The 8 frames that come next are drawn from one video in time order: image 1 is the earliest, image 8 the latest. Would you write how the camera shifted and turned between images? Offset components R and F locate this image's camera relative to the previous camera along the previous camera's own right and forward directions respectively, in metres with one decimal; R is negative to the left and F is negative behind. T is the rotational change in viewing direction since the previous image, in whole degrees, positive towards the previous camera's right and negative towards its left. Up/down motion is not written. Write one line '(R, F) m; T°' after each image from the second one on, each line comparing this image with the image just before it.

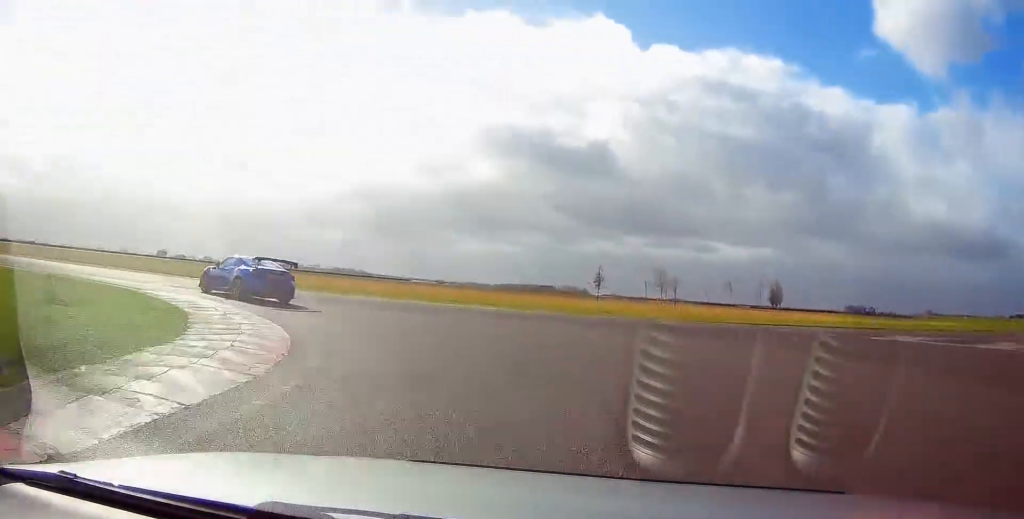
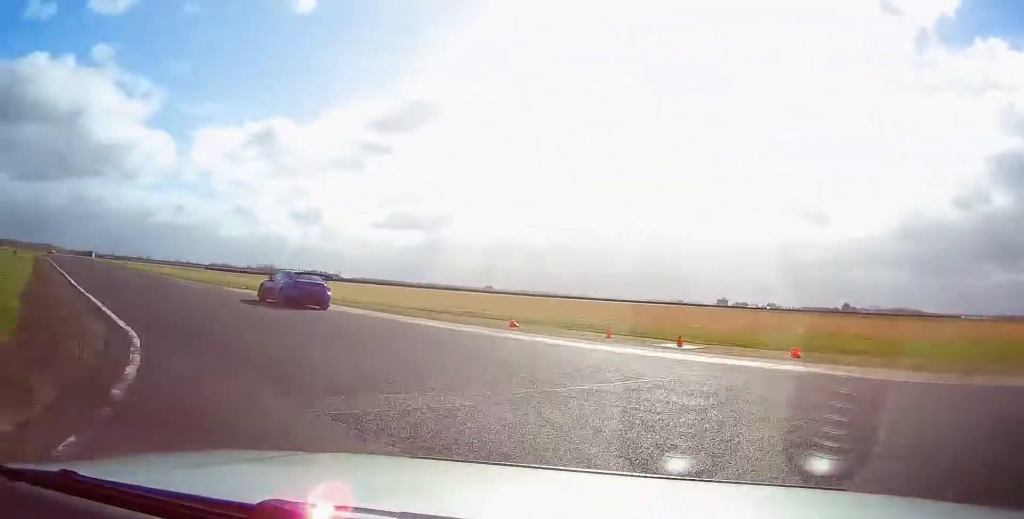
(-8.3, +18.4) m; -49°
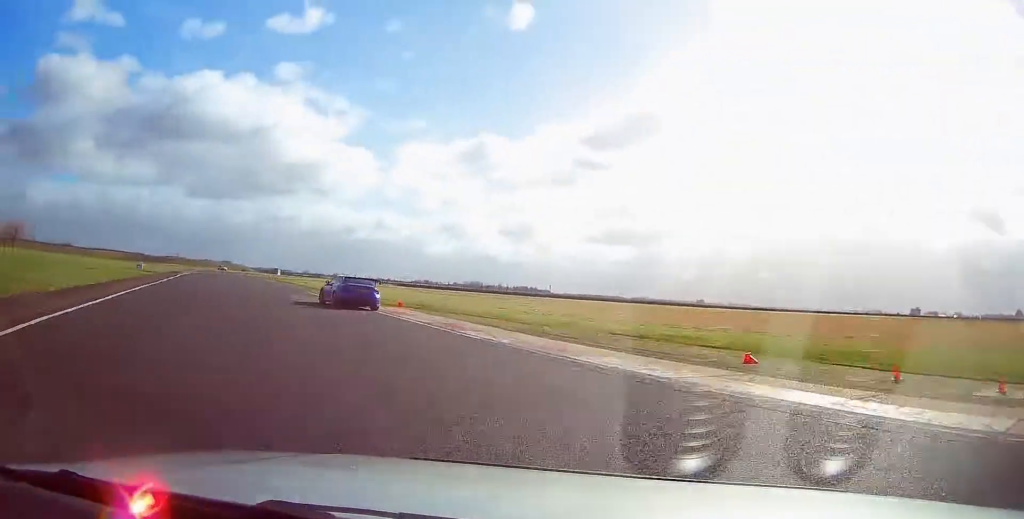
(-2.0, +7.9) m; -15°
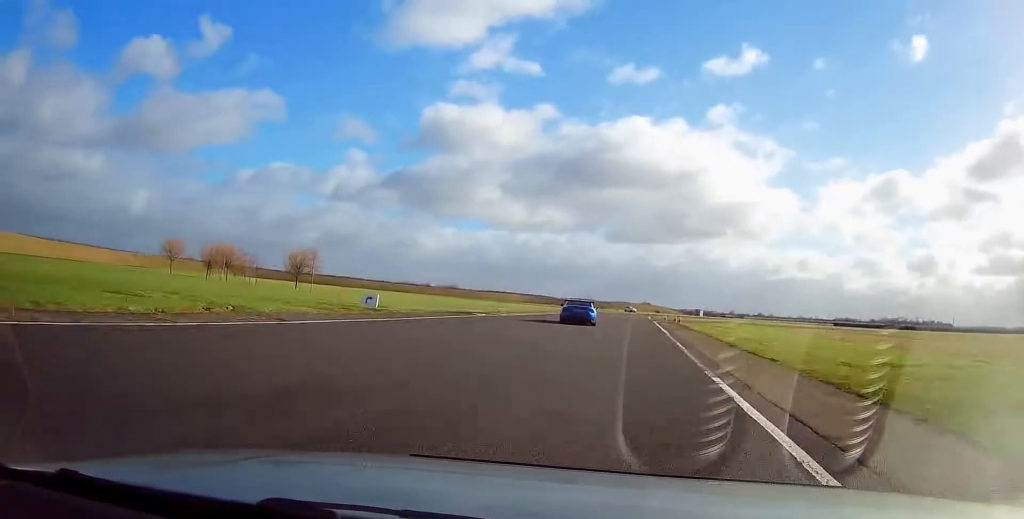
(-11.1, +30.2) m; -30°
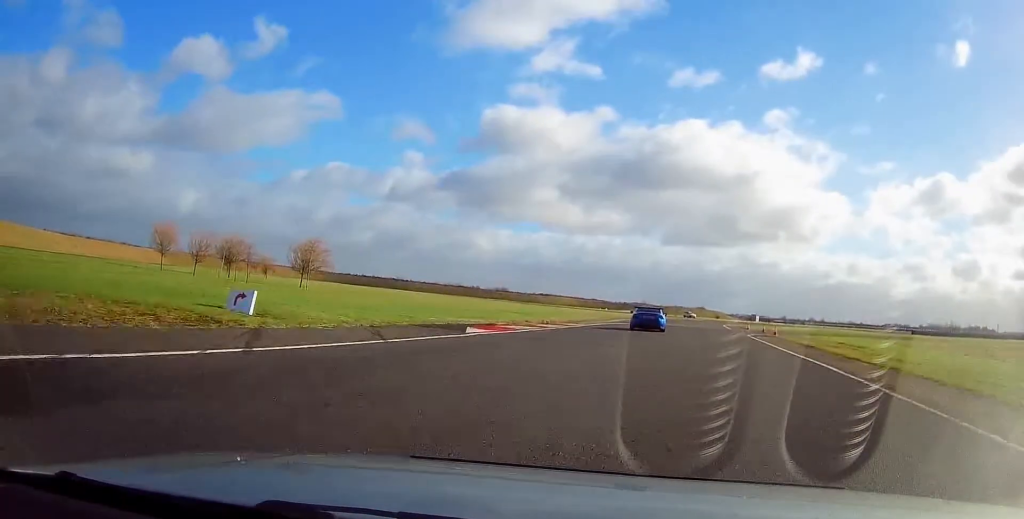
(-1.0, +18.0) m; -3°
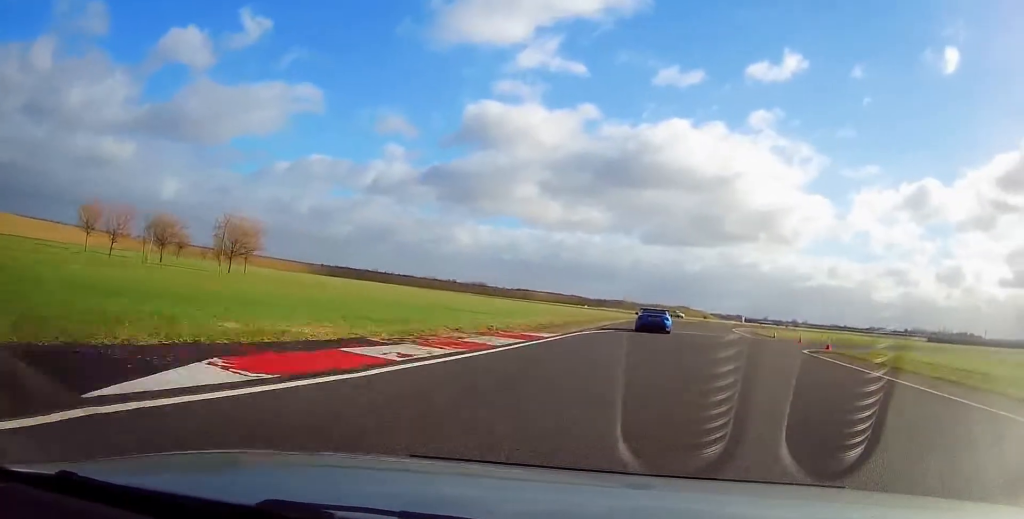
(-0.2, +13.9) m; +1°
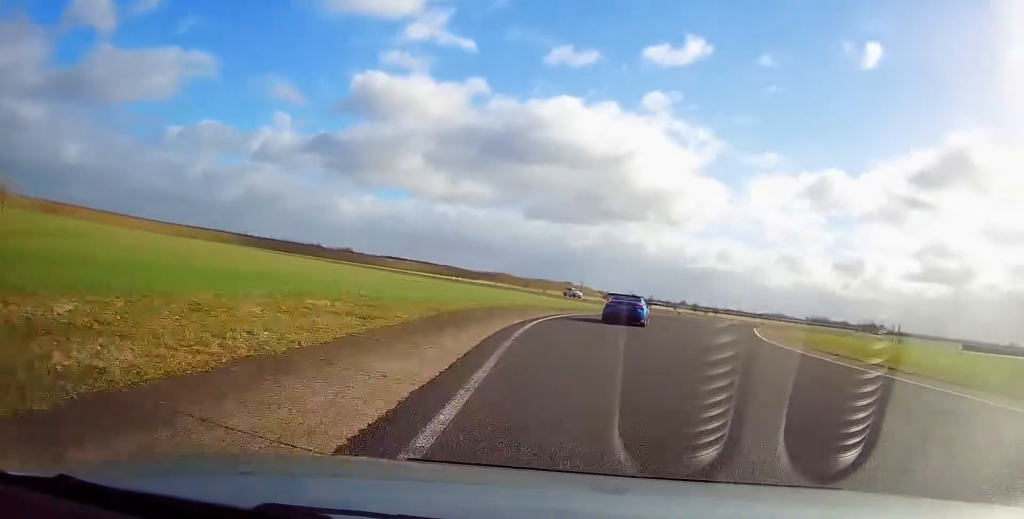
(+1.6, +38.5) m; +8°
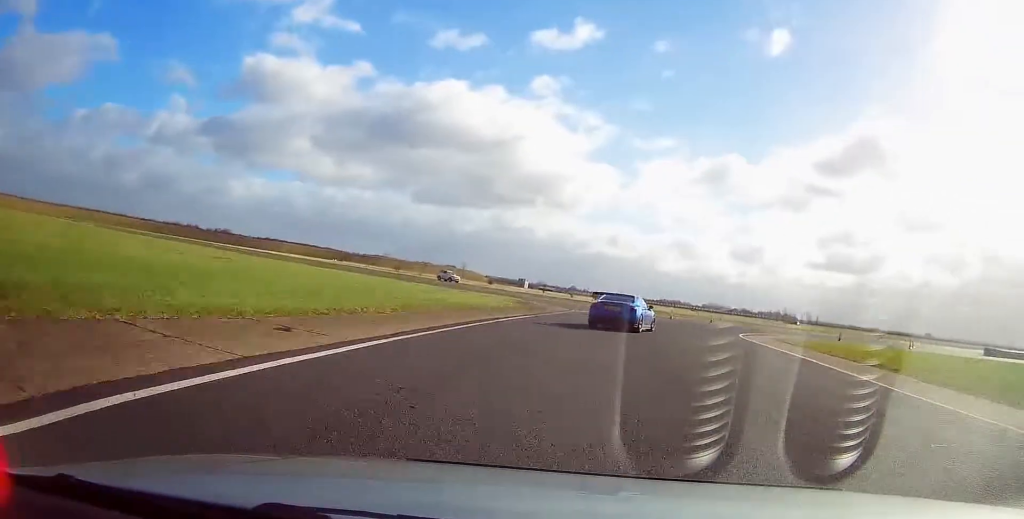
(+1.7, +23.4) m; +13°
